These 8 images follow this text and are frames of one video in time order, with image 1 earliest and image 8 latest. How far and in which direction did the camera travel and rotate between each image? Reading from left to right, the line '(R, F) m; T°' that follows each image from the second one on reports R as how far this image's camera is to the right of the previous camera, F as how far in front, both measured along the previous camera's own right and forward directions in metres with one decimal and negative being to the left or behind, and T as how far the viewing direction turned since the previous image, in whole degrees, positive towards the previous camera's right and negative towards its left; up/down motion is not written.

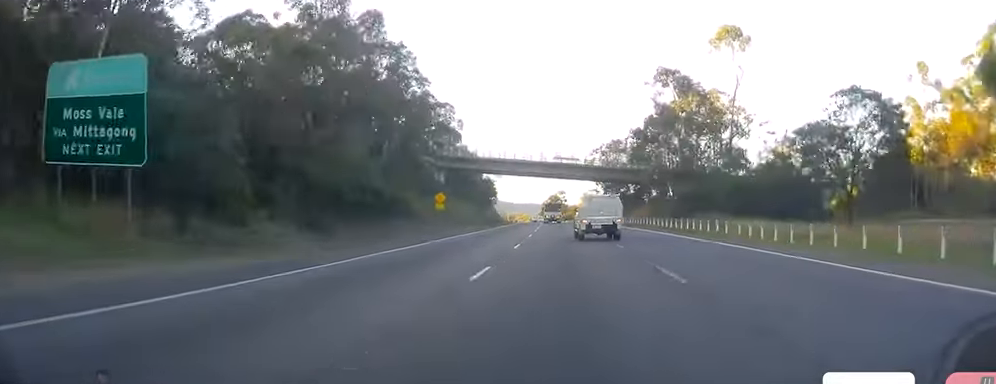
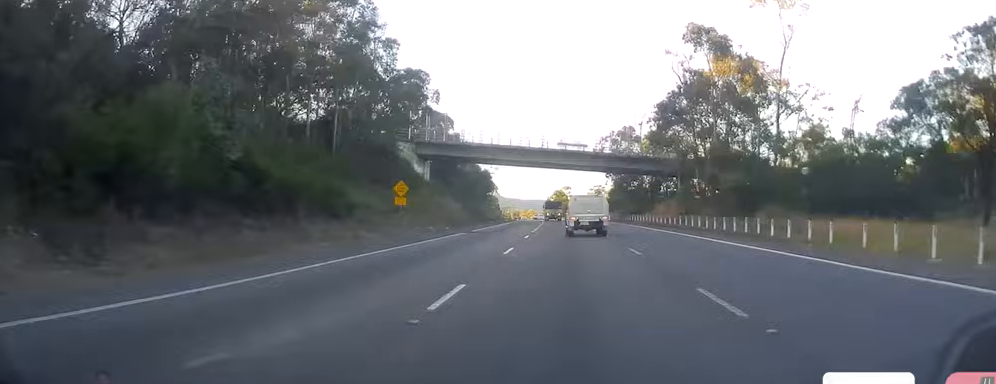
(-0.1, +16.2) m; 0°
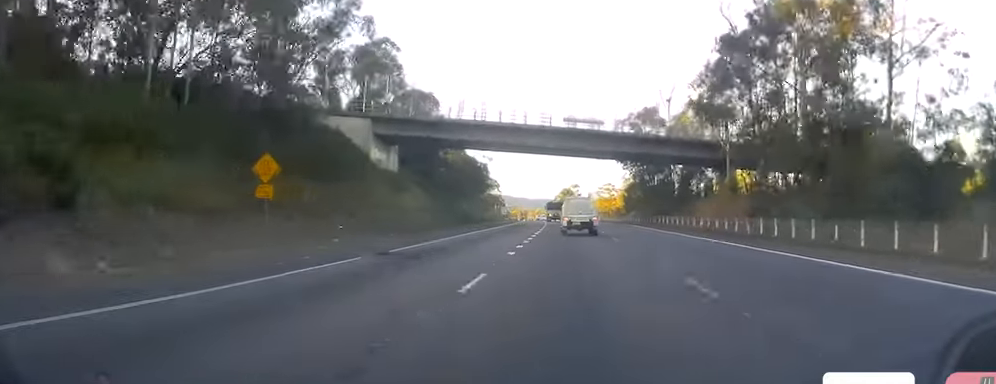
(-0.1, +22.0) m; 0°
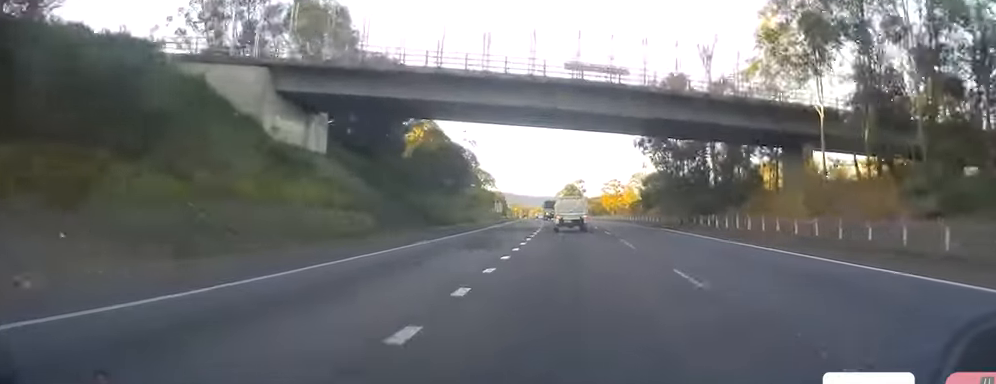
(0.0, +22.9) m; 0°
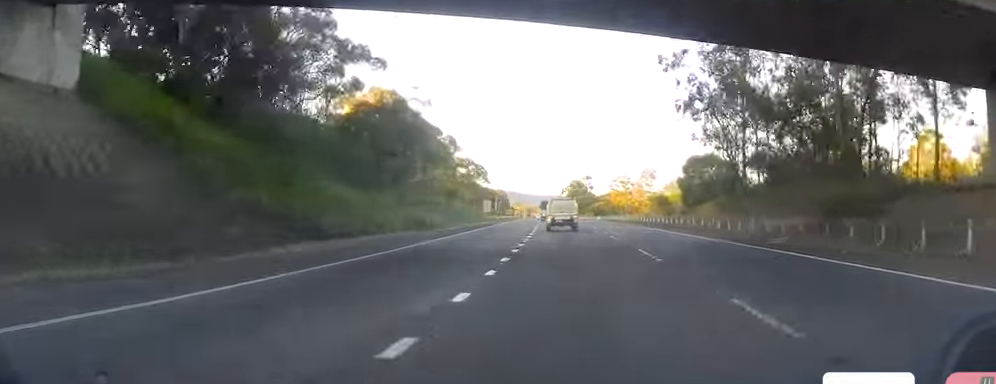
(0.0, +28.6) m; 0°
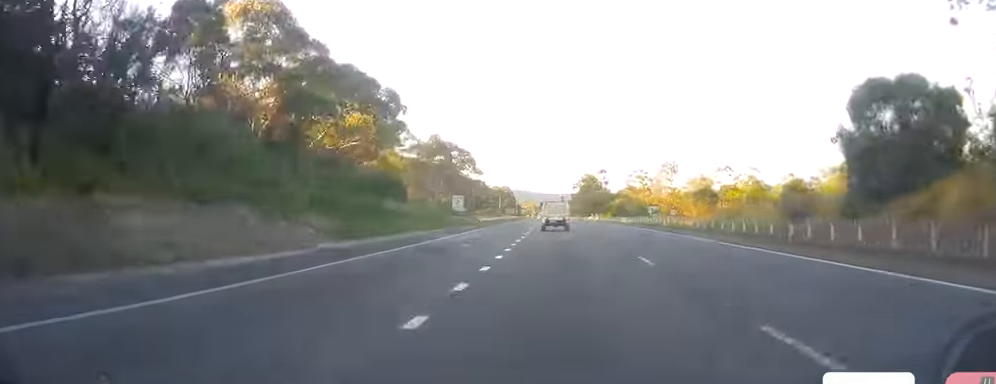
(+0.1, +38.2) m; 0°
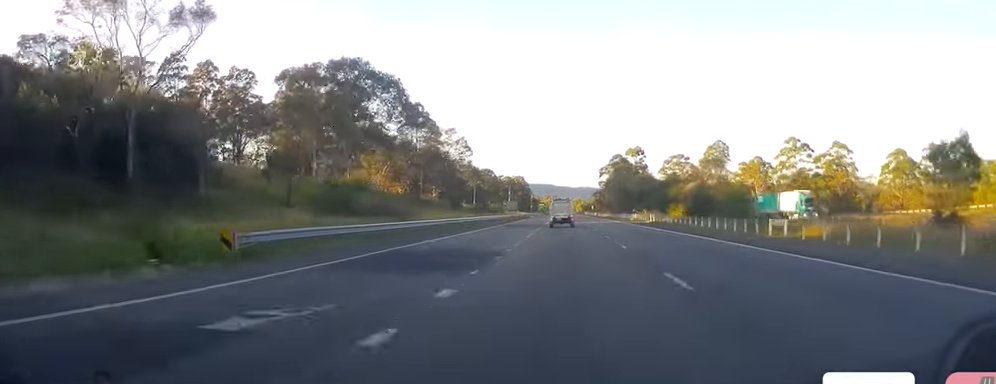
(-1.8, +65.0) m; -3°
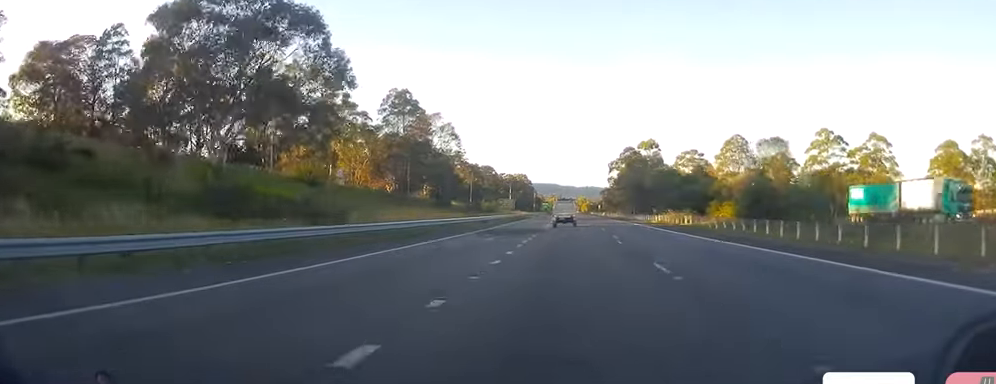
(-0.1, +21.2) m; 0°
